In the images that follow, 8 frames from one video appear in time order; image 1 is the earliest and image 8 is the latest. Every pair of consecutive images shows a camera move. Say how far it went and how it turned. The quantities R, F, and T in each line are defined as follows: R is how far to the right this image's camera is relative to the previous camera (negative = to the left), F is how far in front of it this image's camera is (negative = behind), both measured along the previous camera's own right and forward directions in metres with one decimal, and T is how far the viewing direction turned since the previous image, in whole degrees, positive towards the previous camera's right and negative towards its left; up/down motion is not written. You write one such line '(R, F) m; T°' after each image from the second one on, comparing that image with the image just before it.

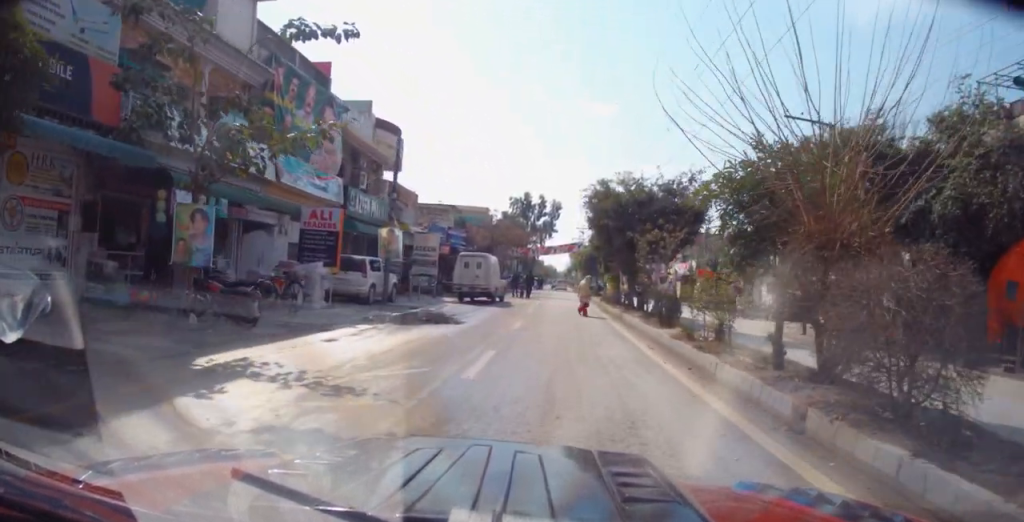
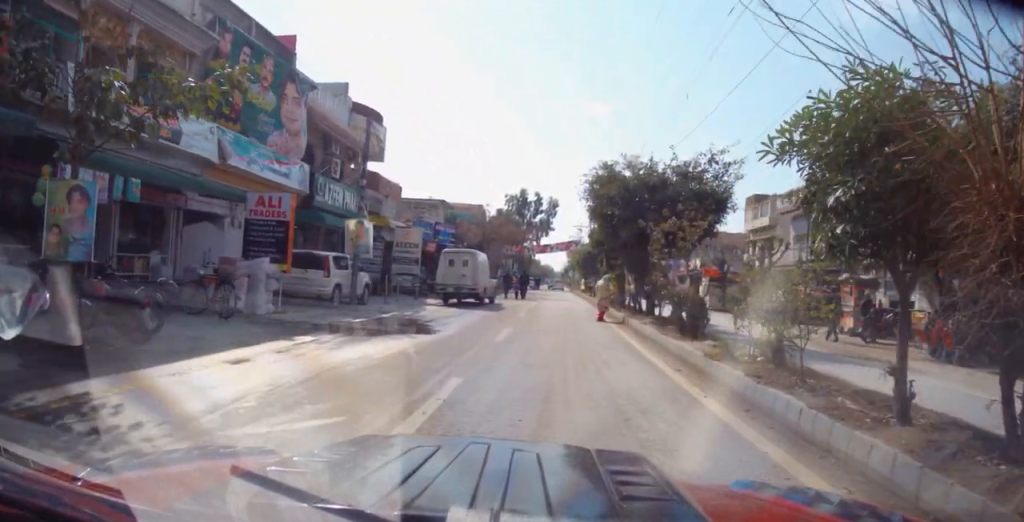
(-0.1, +3.1) m; -2°
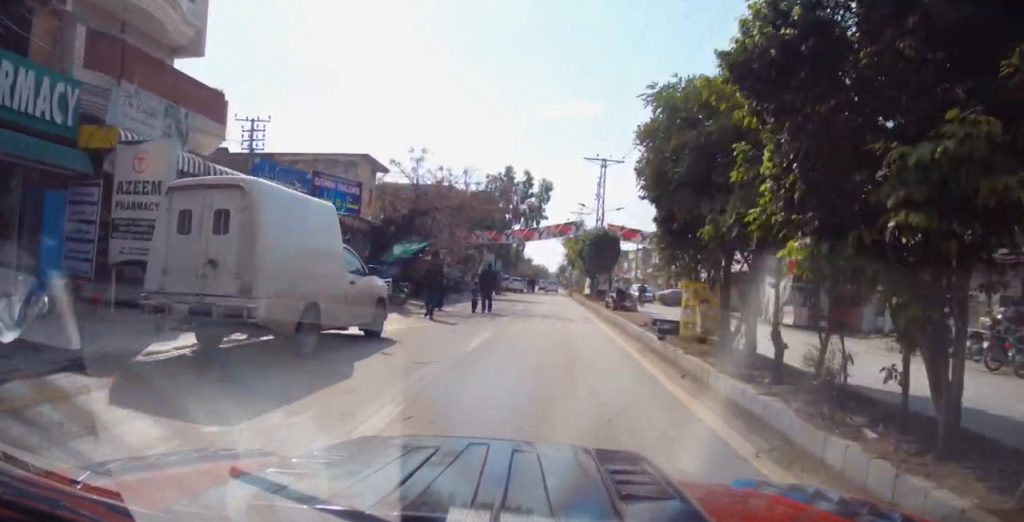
(-0.5, +17.5) m; +1°
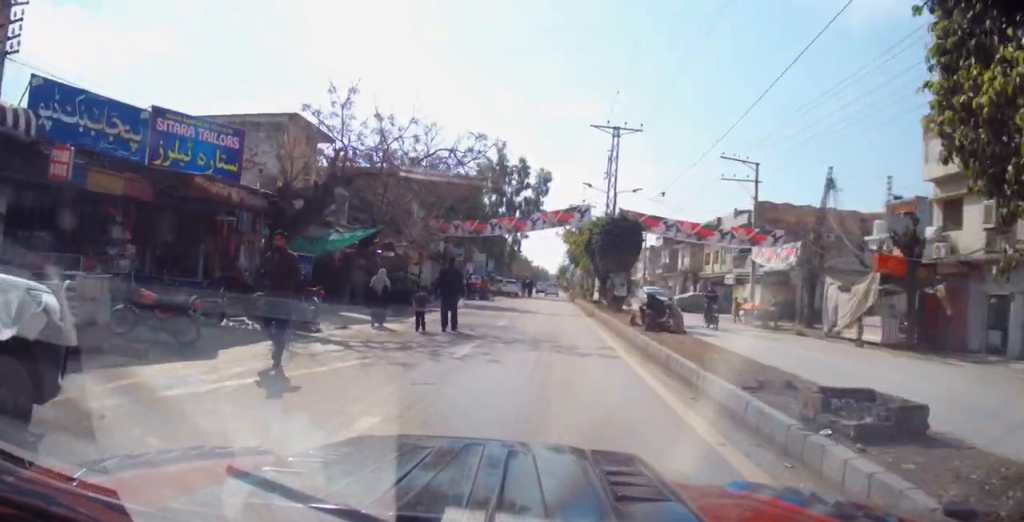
(+0.1, +8.6) m; -1°
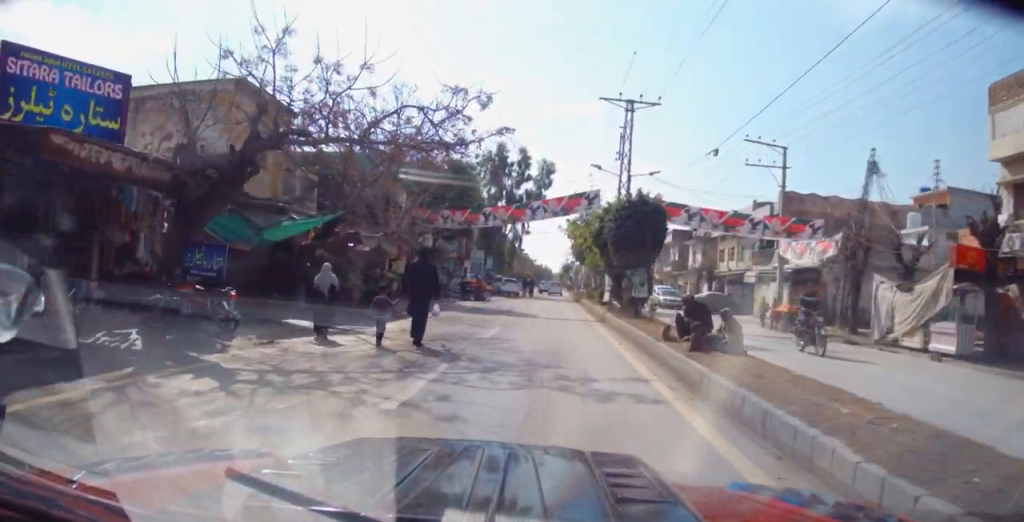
(-0.1, +4.3) m; +1°
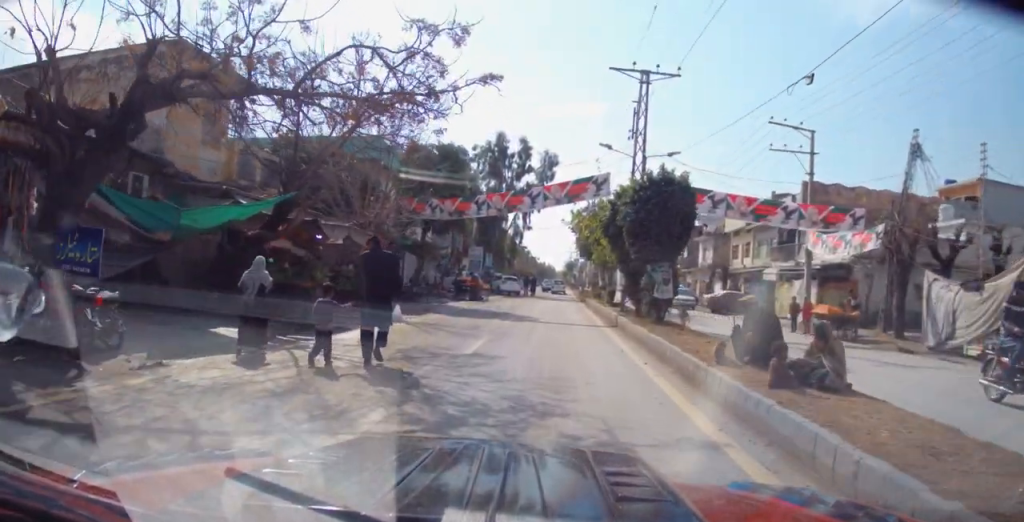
(-0.1, +3.3) m; +1°
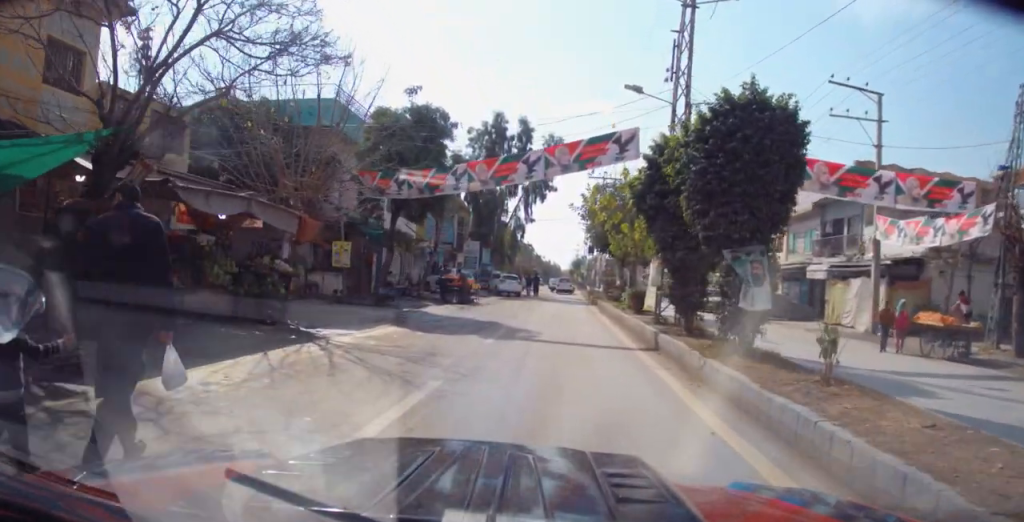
(+0.3, +6.4) m; 0°
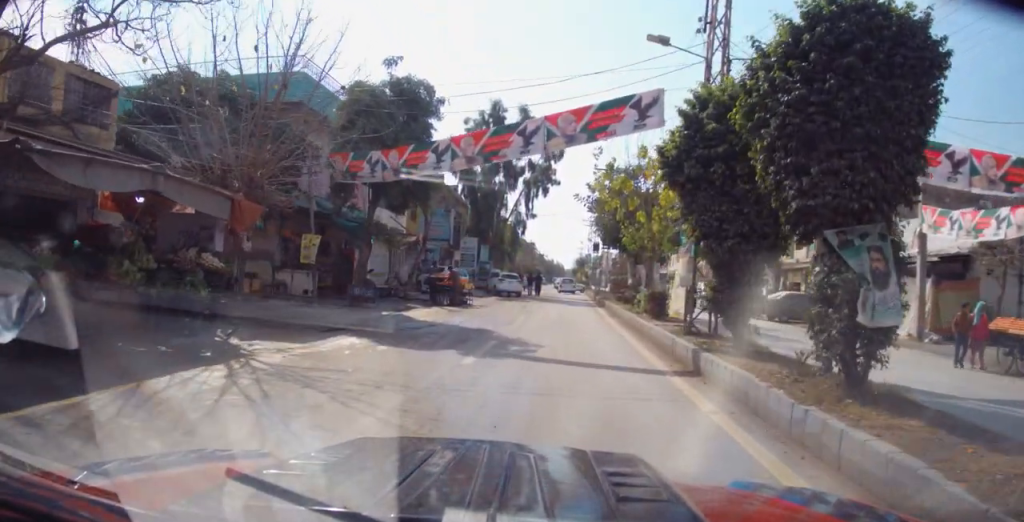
(+0.1, +3.3) m; 0°
